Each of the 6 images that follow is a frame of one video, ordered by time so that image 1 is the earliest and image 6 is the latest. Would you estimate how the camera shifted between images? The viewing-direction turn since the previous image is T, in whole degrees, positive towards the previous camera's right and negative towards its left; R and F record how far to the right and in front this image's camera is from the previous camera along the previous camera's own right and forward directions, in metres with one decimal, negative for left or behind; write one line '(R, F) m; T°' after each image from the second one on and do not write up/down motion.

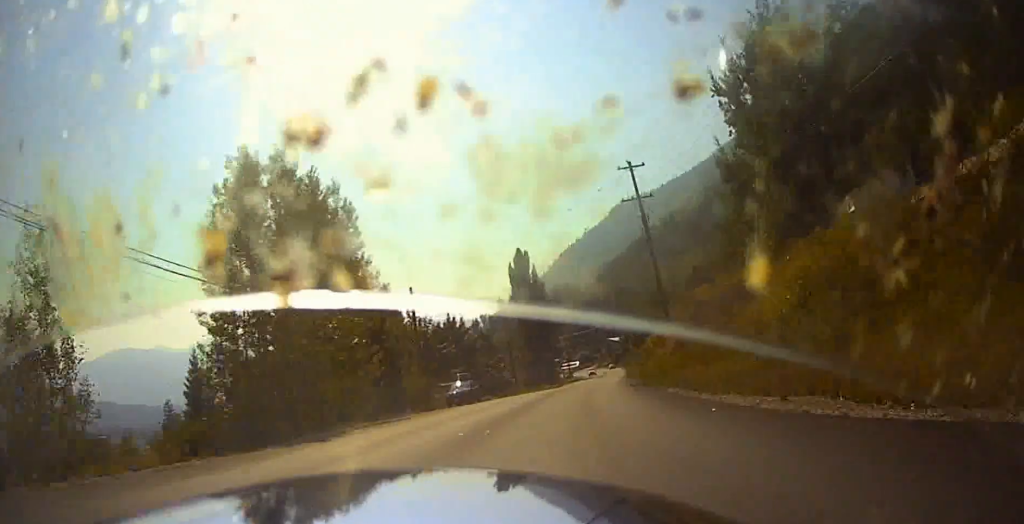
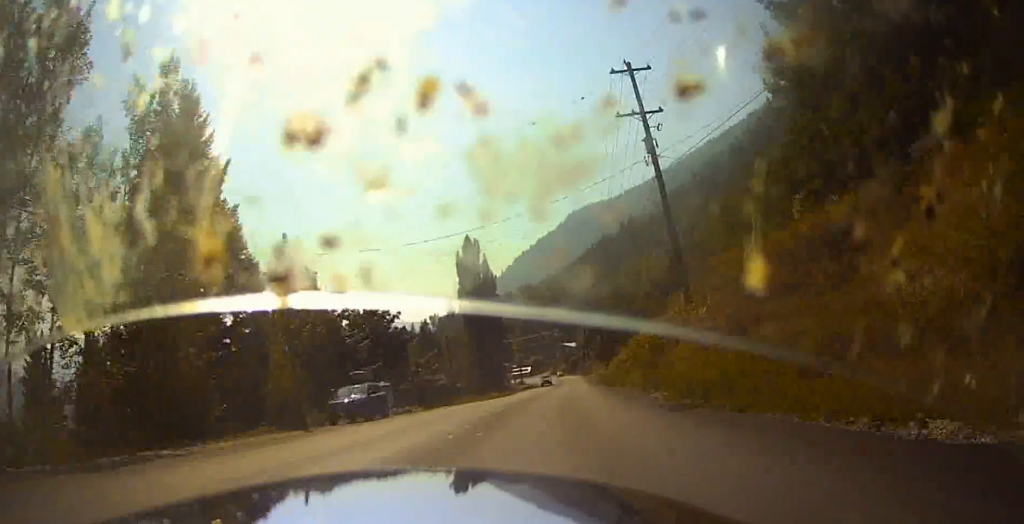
(+0.6, +18.6) m; +3°
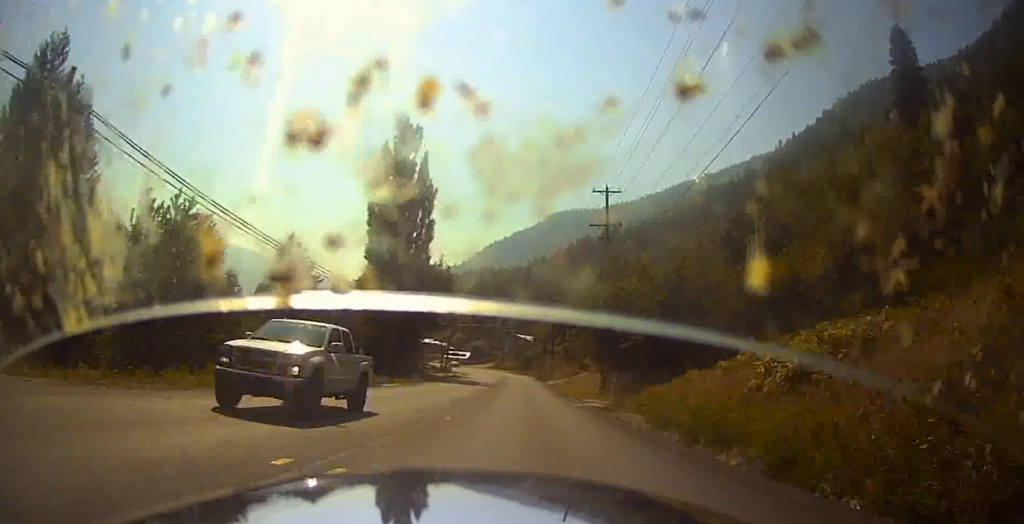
(+1.1, +52.5) m; -1°
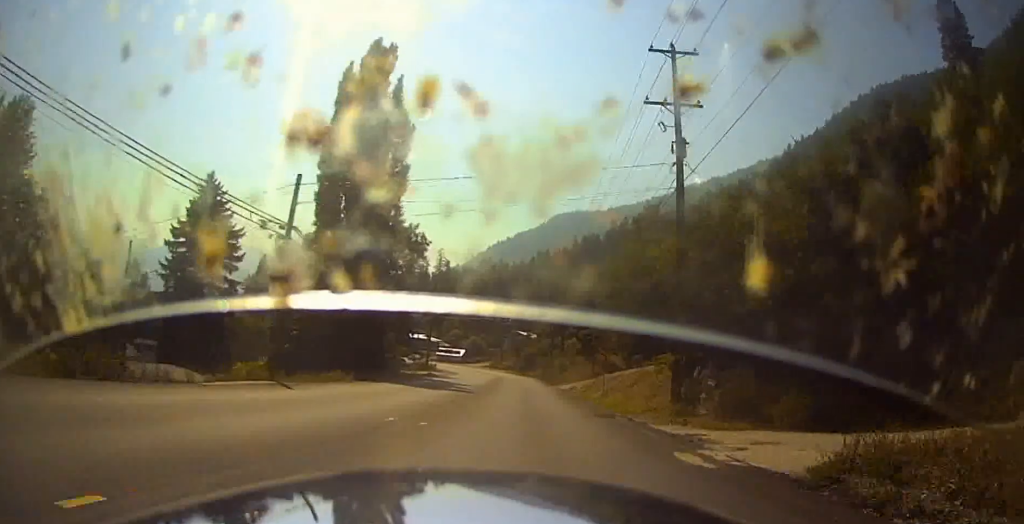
(-0.7, +21.0) m; -1°
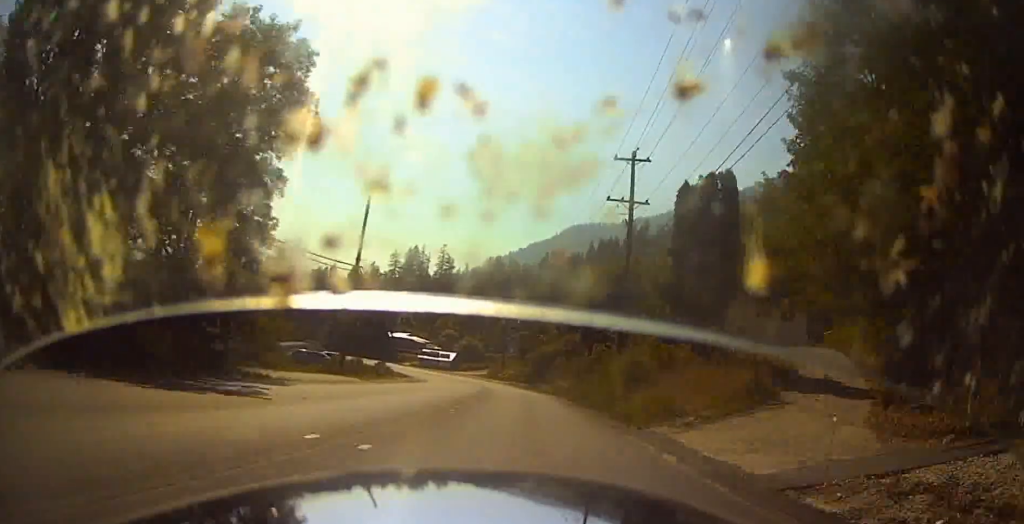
(-0.6, +39.4) m; -1°
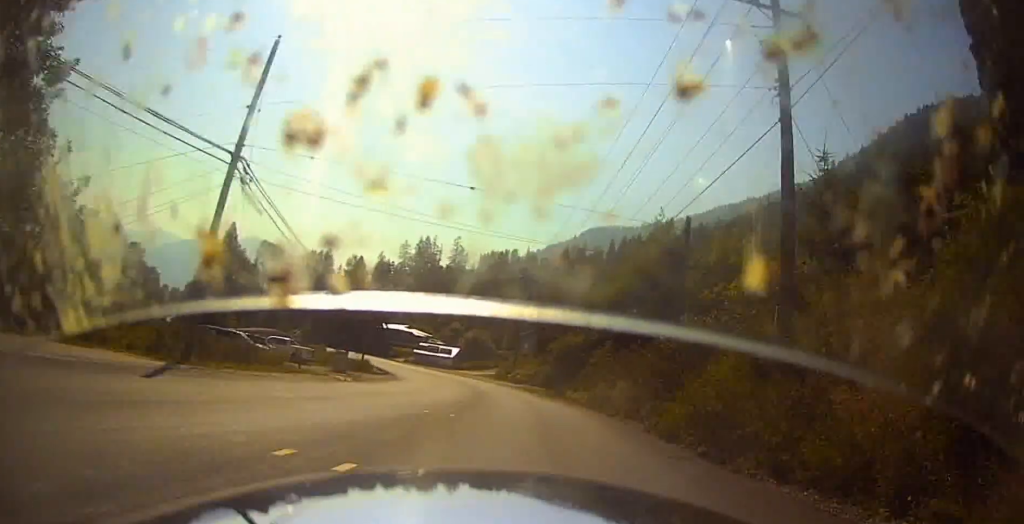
(+0.7, +18.8) m; +1°
